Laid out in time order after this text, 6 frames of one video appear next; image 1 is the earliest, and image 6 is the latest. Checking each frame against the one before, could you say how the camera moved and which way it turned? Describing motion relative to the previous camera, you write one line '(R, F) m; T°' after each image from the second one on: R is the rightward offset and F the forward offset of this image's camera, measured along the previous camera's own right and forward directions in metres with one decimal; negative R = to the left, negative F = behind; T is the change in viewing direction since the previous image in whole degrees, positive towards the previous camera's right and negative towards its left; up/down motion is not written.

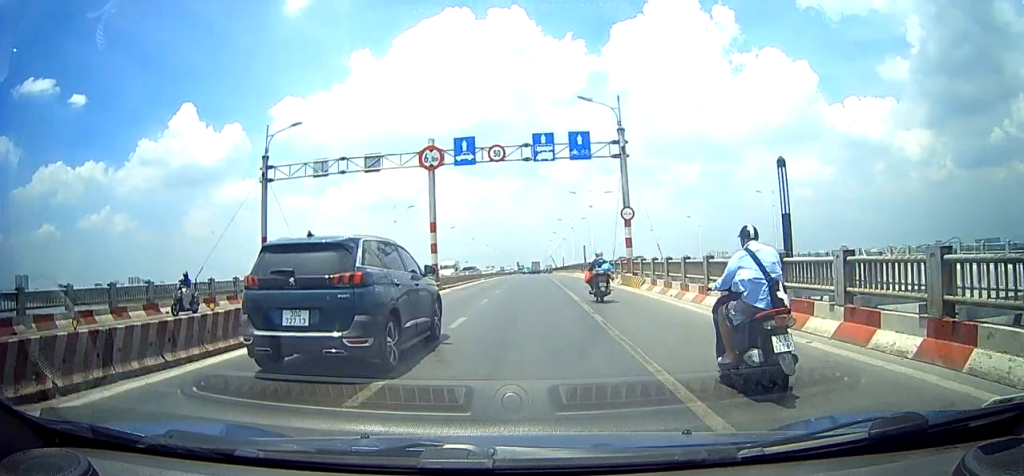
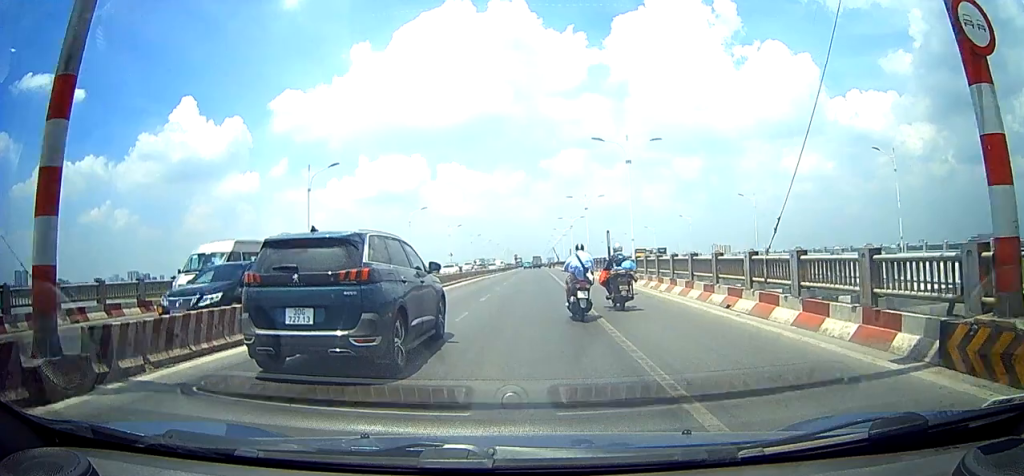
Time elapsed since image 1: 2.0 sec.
(+0.2, +23.8) m; +2°
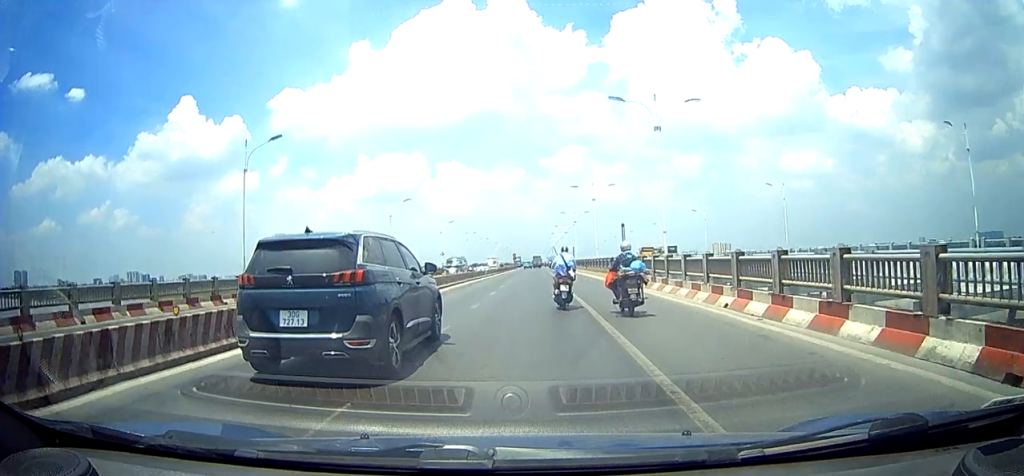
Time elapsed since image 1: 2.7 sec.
(+0.1, +7.6) m; +1°
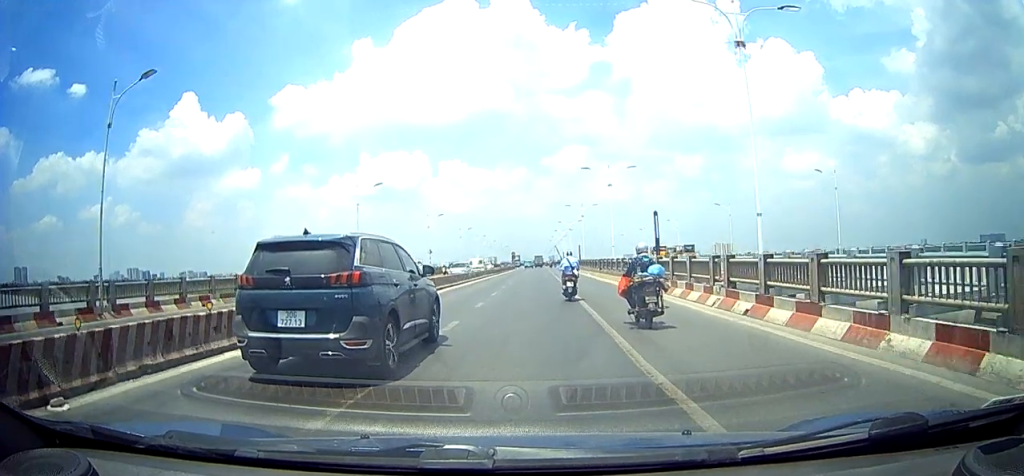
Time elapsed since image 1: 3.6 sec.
(+0.1, +9.9) m; +1°
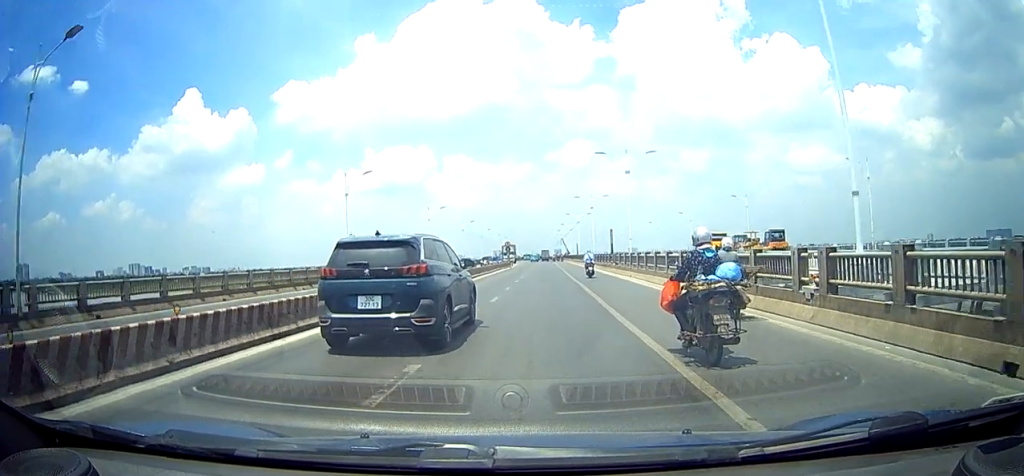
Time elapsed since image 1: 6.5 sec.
(+0.2, +32.4) m; +1°
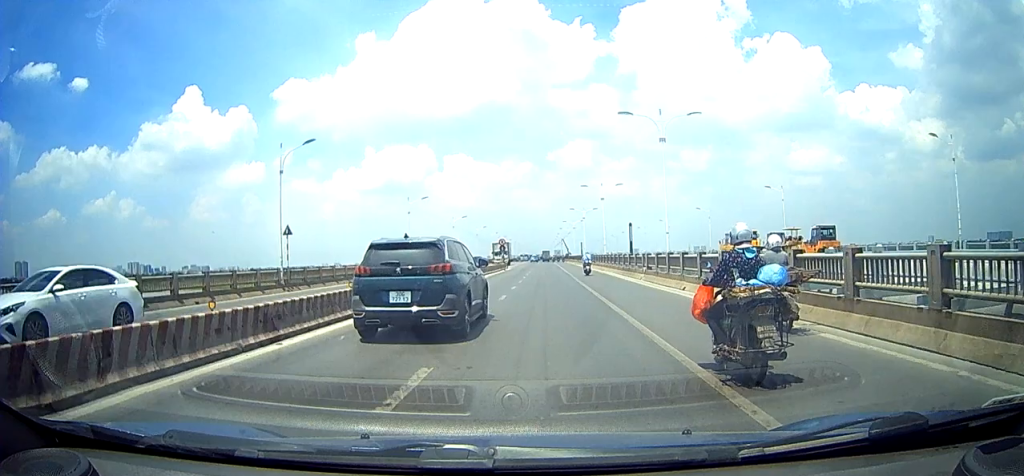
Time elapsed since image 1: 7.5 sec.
(0.0, +10.6) m; -1°
